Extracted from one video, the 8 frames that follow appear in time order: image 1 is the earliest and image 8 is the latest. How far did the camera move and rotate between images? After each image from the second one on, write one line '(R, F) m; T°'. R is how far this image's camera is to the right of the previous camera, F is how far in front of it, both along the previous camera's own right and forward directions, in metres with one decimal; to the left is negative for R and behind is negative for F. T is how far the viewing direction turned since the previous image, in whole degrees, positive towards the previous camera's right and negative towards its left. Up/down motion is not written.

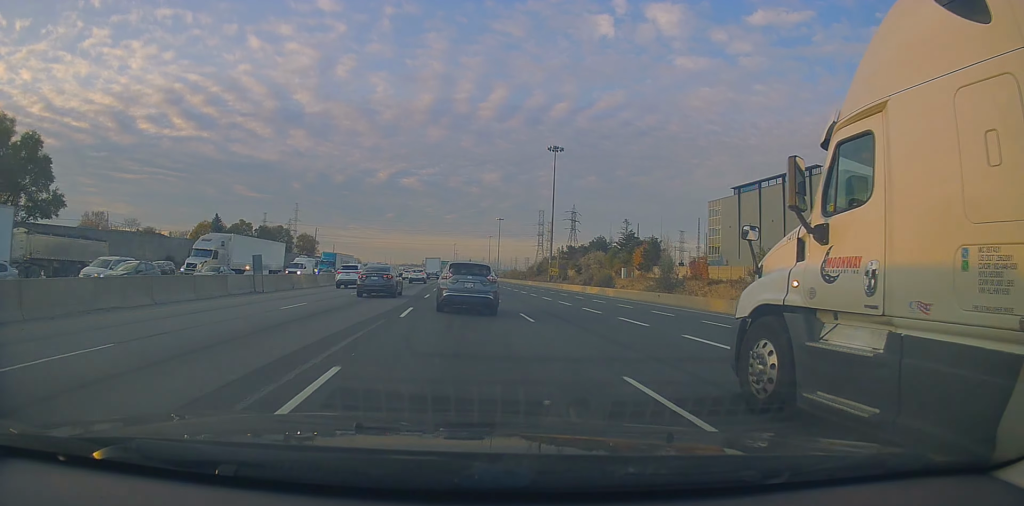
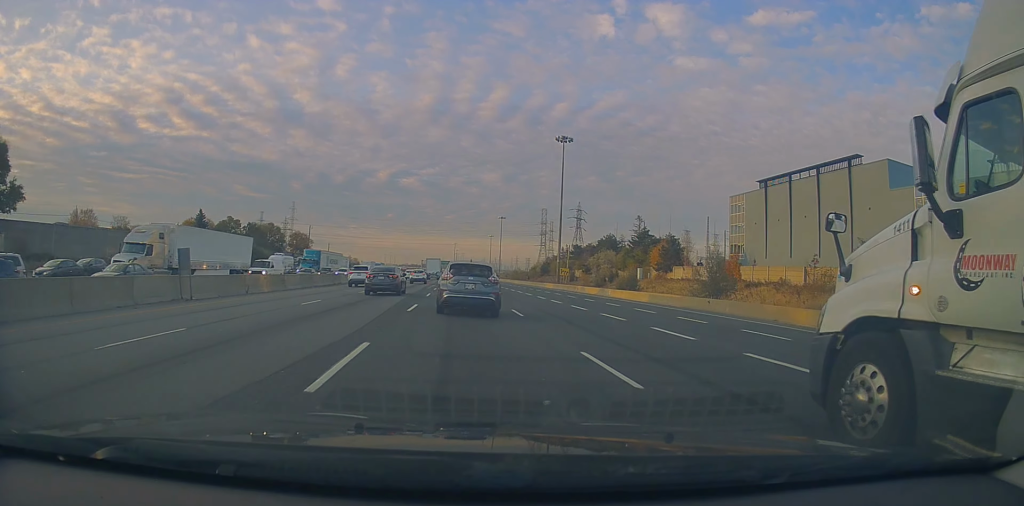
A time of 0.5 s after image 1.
(-0.1, +9.4) m; 0°
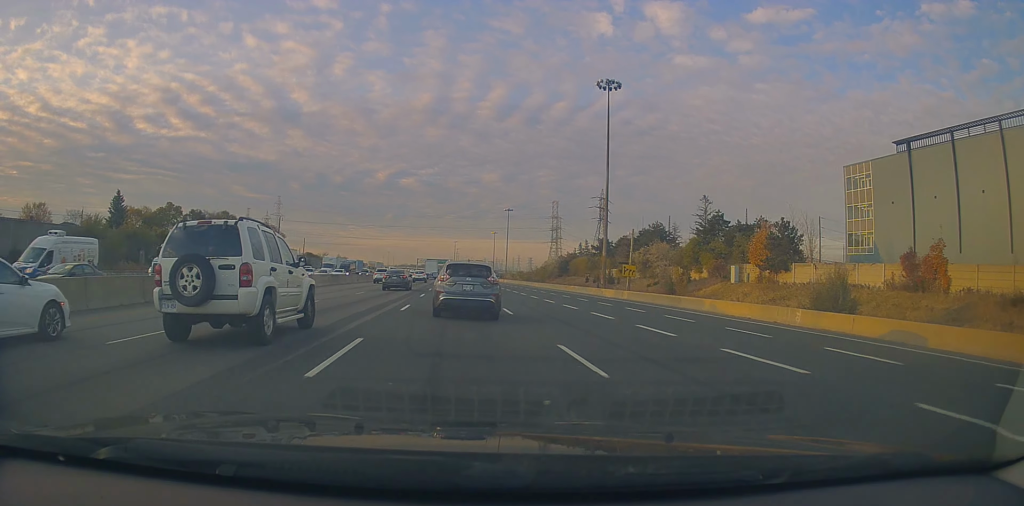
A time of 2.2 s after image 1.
(+0.6, +34.9) m; +2°
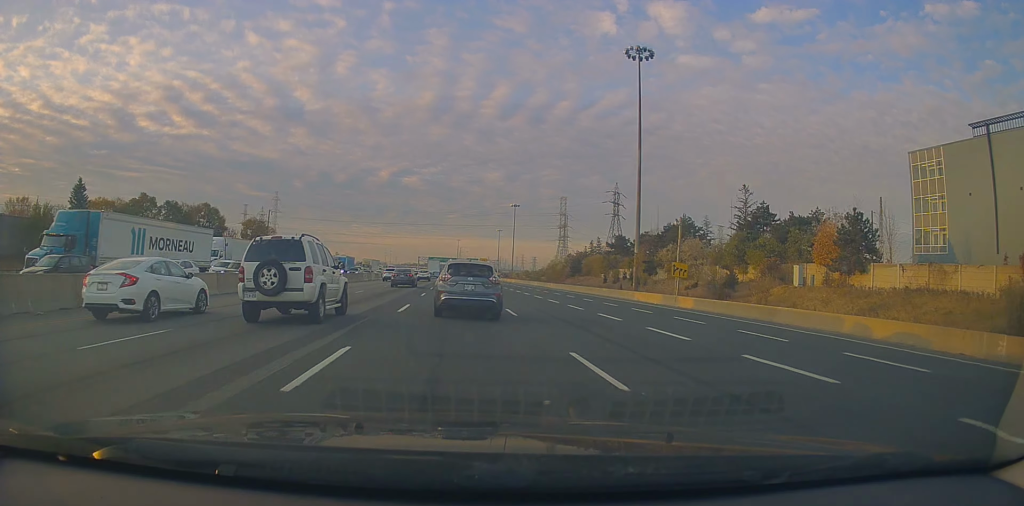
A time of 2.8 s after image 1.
(+0.1, +12.7) m; 0°
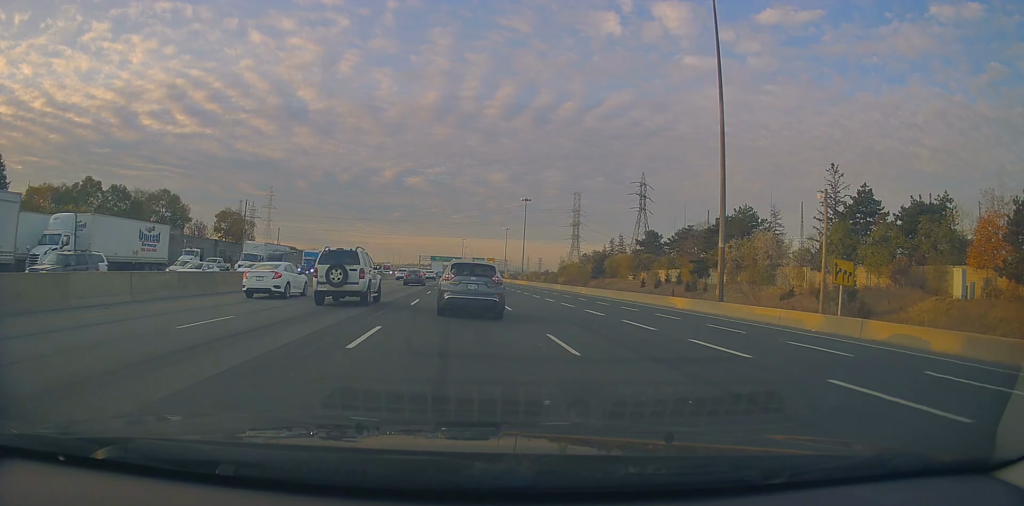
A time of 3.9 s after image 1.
(0.0, +20.7) m; -1°
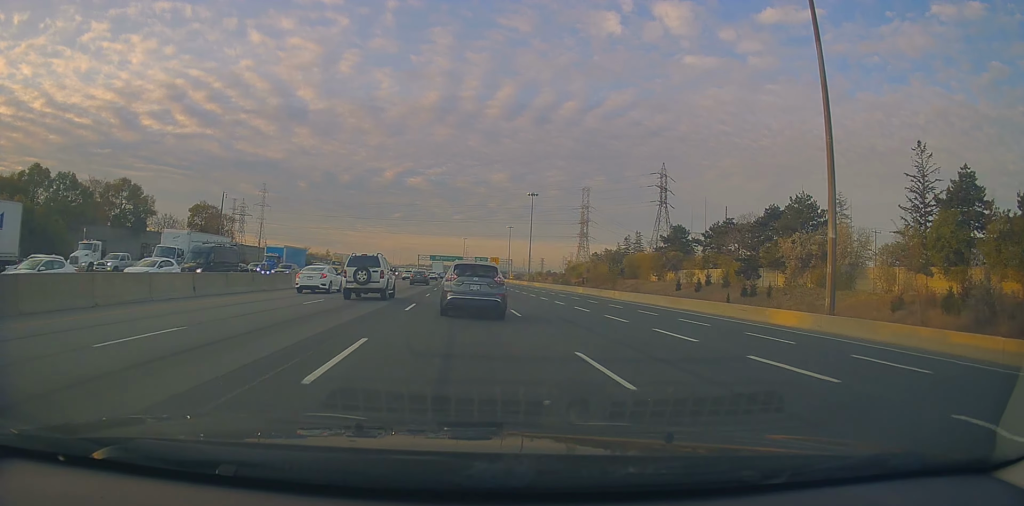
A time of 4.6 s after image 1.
(-0.2, +14.7) m; -1°
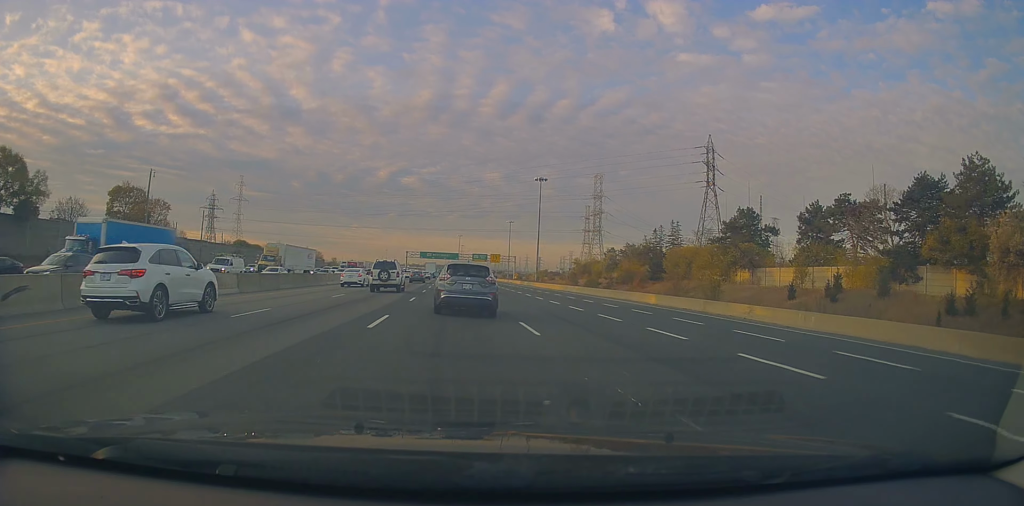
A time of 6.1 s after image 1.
(+0.1, +29.6) m; +1°
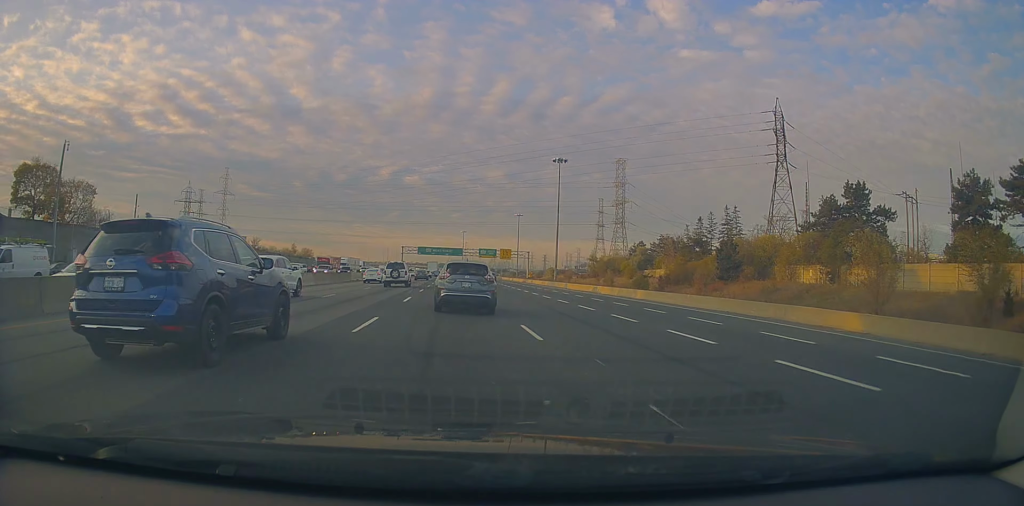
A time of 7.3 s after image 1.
(-0.1, +25.3) m; 0°
